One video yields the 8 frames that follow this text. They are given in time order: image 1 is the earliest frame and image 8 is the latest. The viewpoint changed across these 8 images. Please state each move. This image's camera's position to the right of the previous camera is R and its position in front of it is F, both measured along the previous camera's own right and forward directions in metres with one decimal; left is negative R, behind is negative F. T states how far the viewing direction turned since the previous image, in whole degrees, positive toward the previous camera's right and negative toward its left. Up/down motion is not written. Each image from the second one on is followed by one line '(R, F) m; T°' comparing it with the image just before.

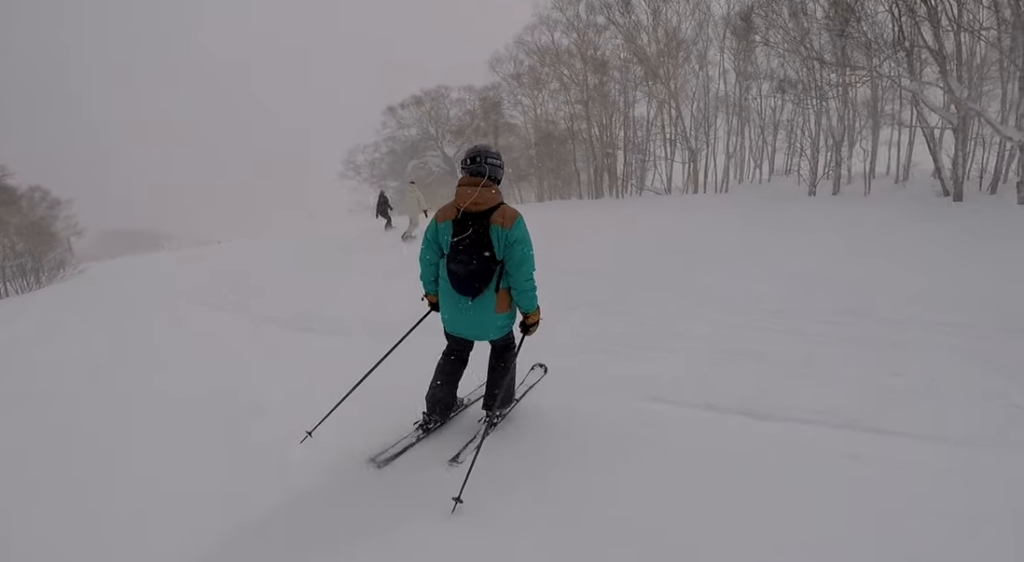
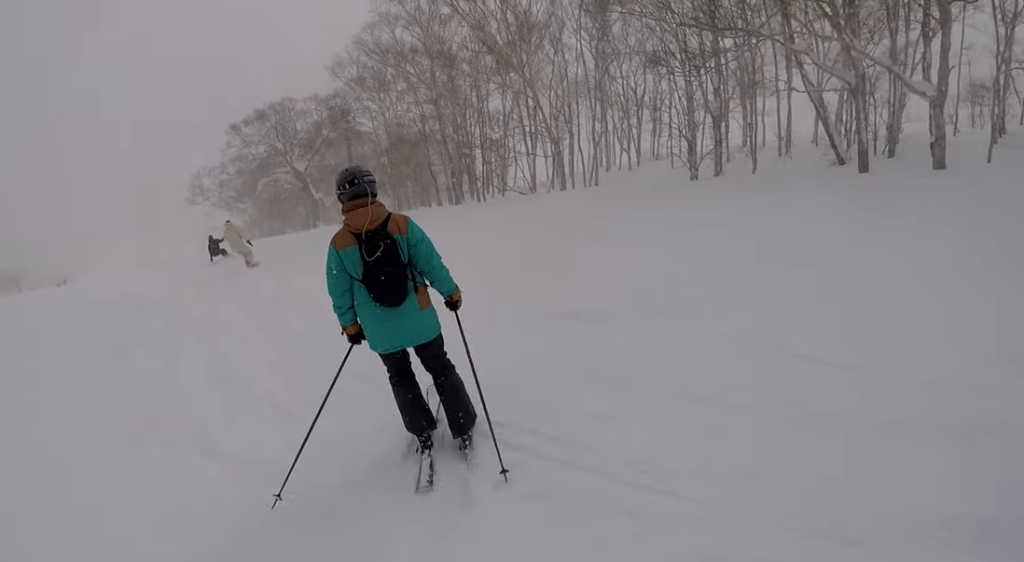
(-0.1, +3.9) m; -7°
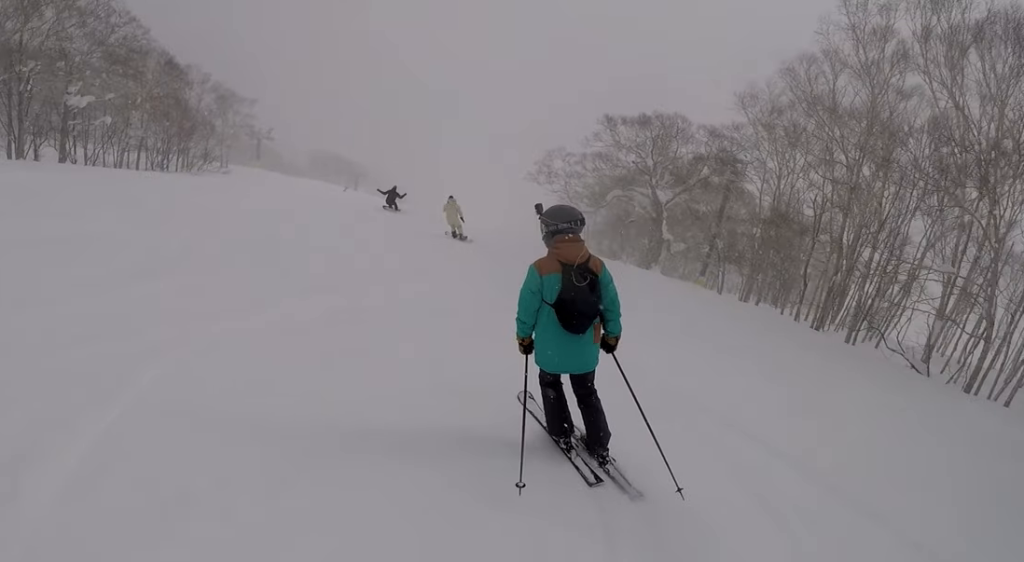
(-1.5, +8.1) m; -25°
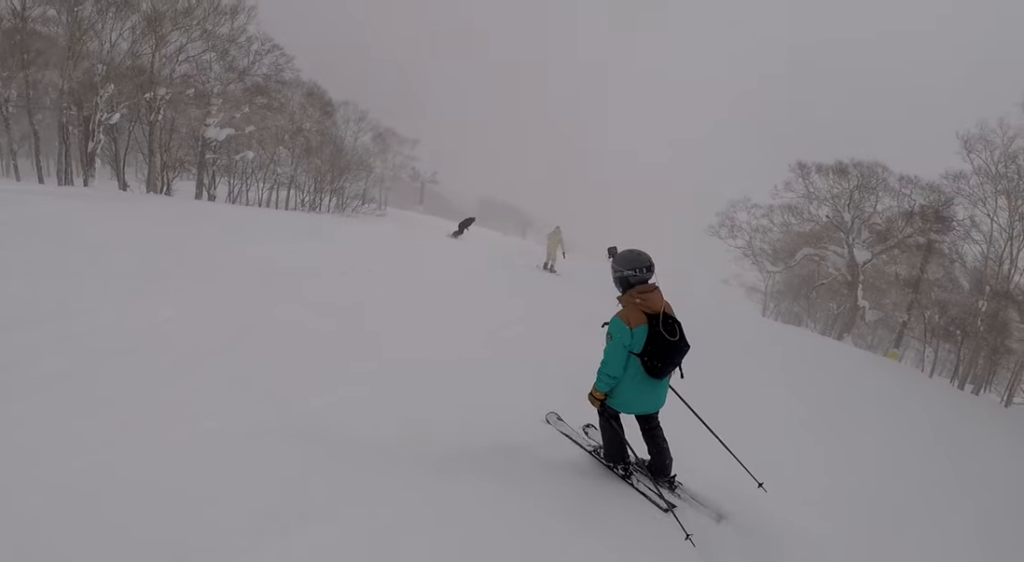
(-0.7, +4.9) m; -9°
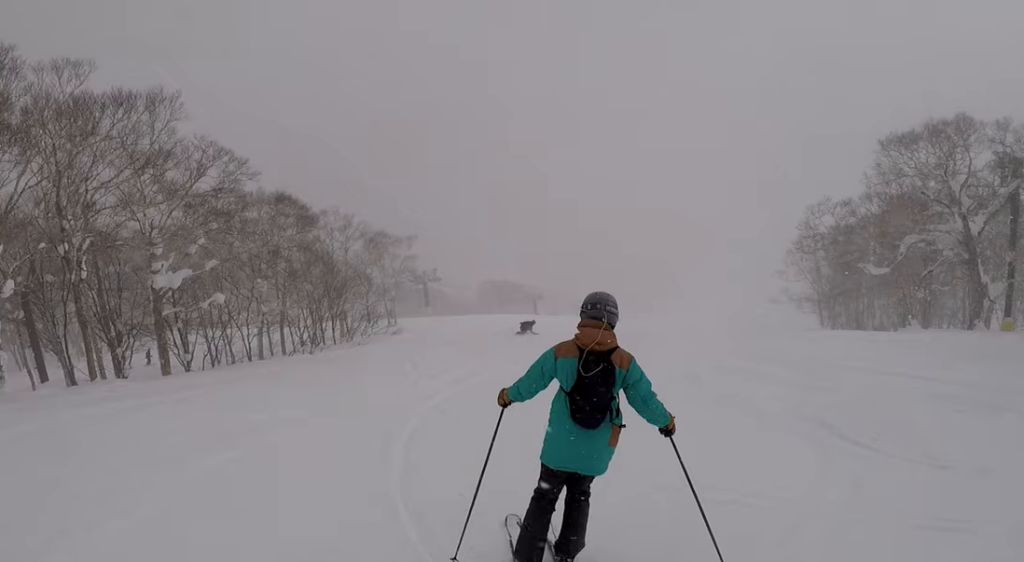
(+0.7, +11.7) m; +16°
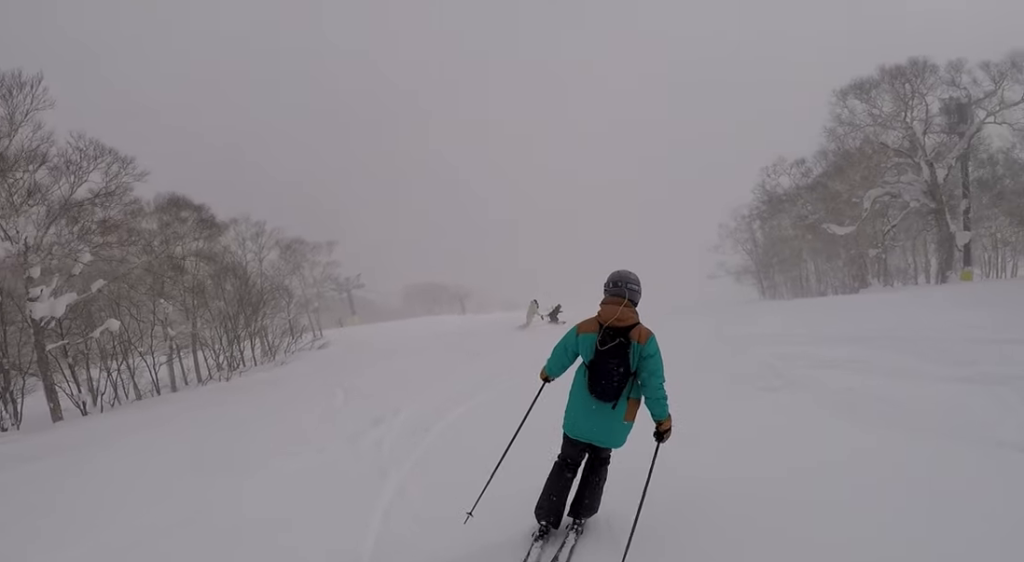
(+0.1, +4.9) m; +15°
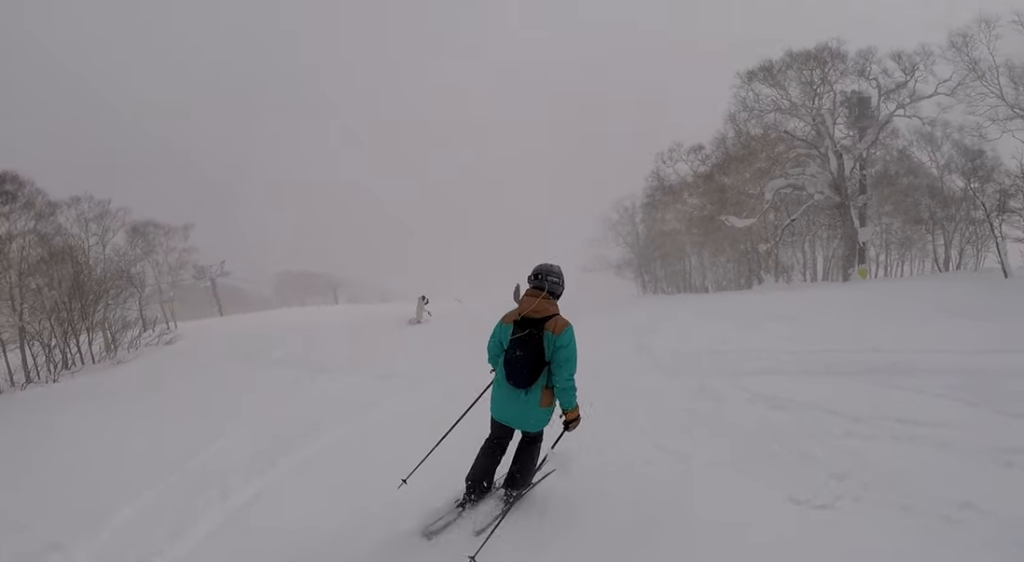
(+0.7, +4.5) m; +10°
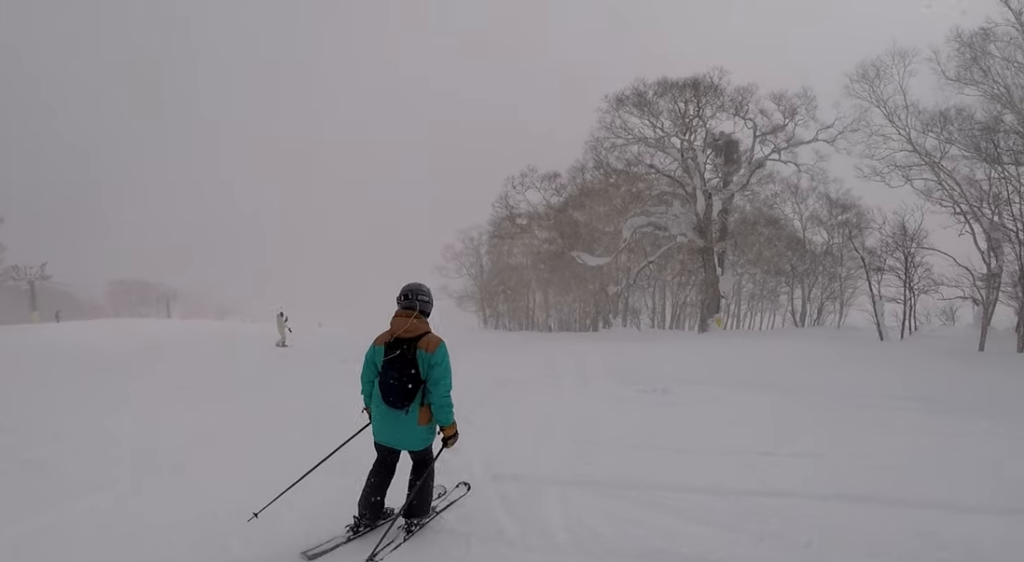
(+1.2, +4.8) m; +6°
